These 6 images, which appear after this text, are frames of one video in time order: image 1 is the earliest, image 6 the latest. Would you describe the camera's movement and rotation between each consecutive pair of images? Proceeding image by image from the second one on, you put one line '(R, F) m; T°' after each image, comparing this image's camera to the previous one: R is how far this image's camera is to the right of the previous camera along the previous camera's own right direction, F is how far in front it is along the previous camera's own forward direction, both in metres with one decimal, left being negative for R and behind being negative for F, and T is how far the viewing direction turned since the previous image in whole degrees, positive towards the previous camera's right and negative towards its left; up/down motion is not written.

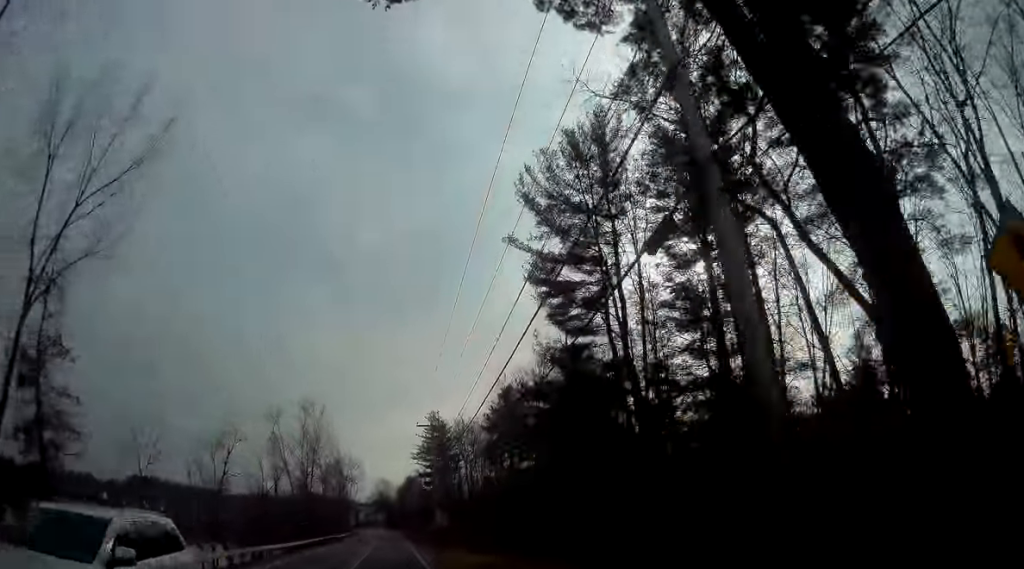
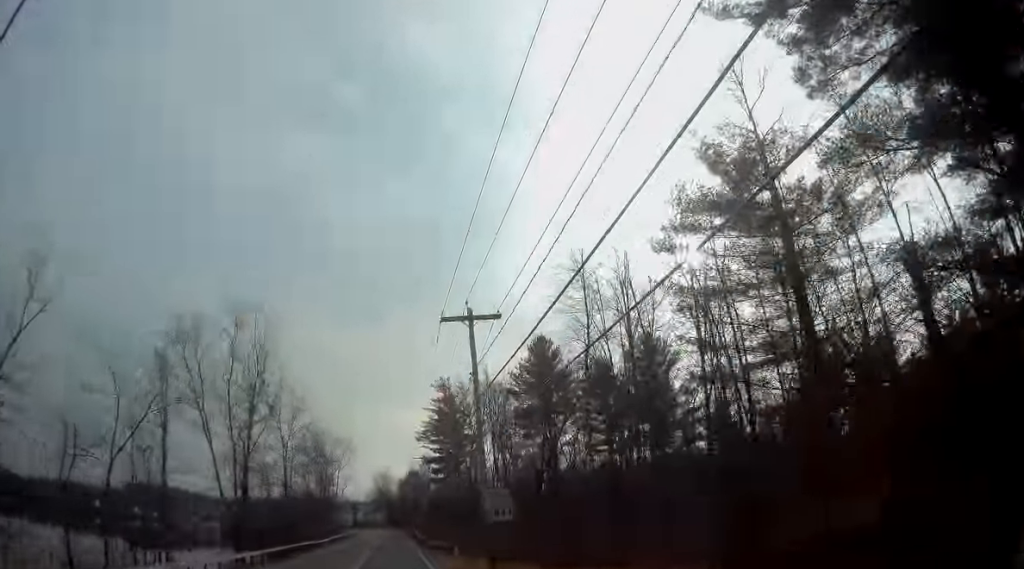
(-0.1, +25.5) m; 0°
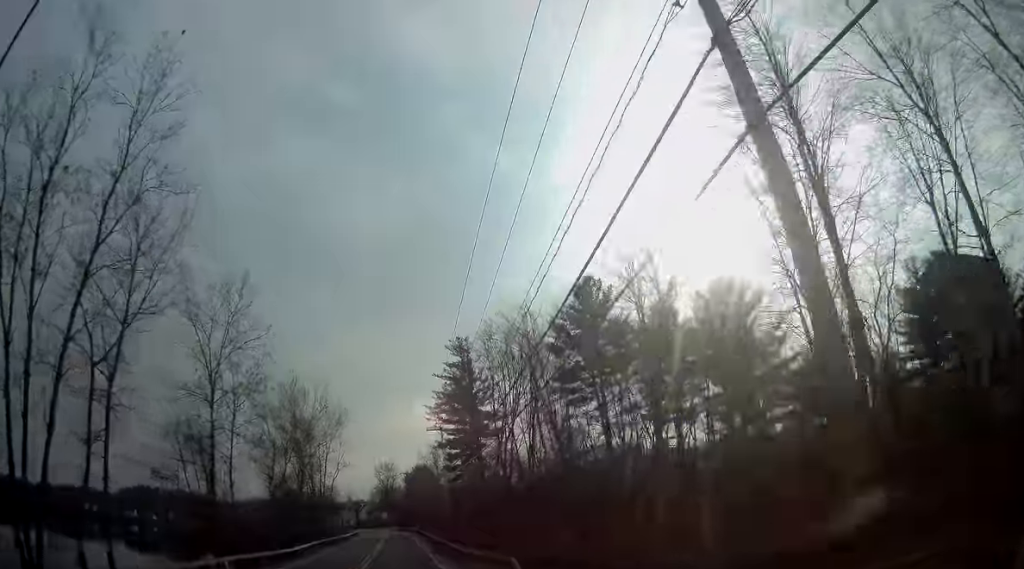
(-0.1, +19.3) m; 0°
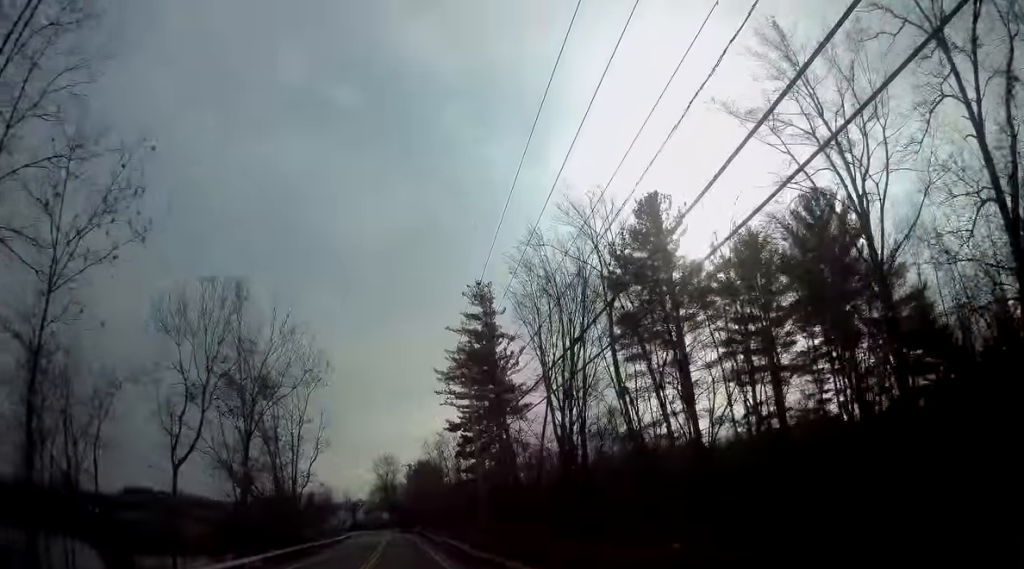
(+0.2, +17.9) m; 0°
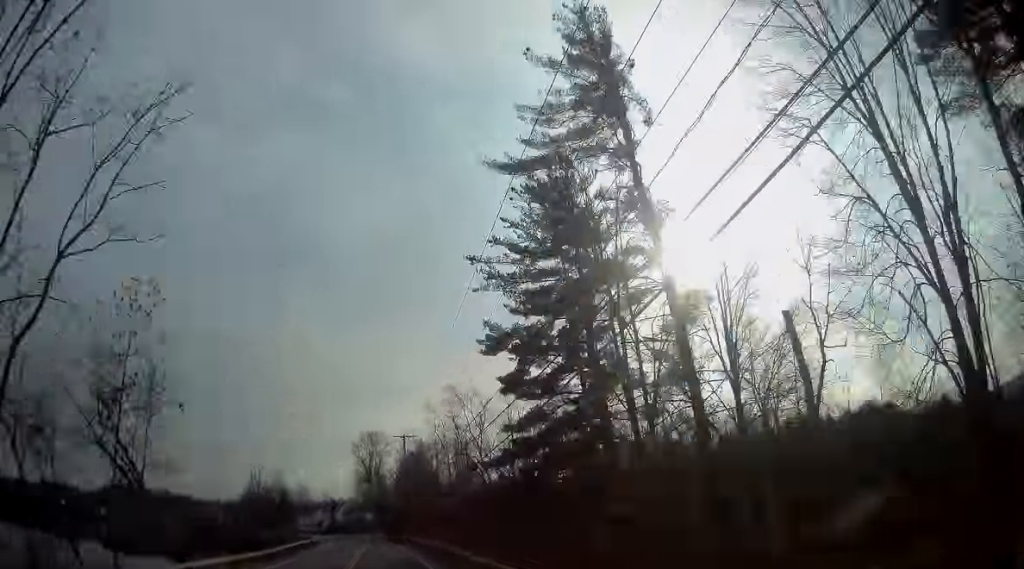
(-0.1, +35.9) m; 0°
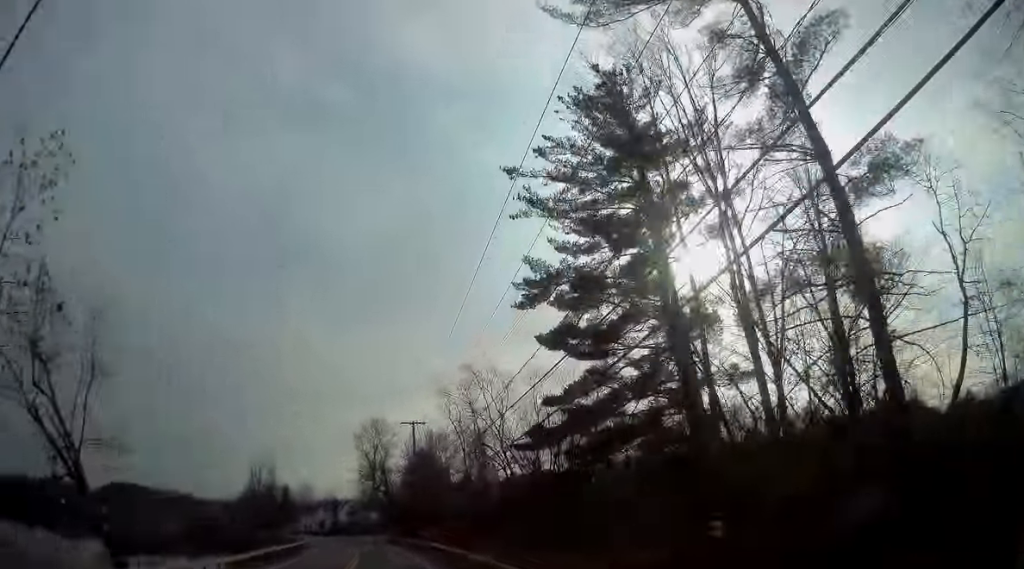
(-0.1, +9.2) m; -1°
